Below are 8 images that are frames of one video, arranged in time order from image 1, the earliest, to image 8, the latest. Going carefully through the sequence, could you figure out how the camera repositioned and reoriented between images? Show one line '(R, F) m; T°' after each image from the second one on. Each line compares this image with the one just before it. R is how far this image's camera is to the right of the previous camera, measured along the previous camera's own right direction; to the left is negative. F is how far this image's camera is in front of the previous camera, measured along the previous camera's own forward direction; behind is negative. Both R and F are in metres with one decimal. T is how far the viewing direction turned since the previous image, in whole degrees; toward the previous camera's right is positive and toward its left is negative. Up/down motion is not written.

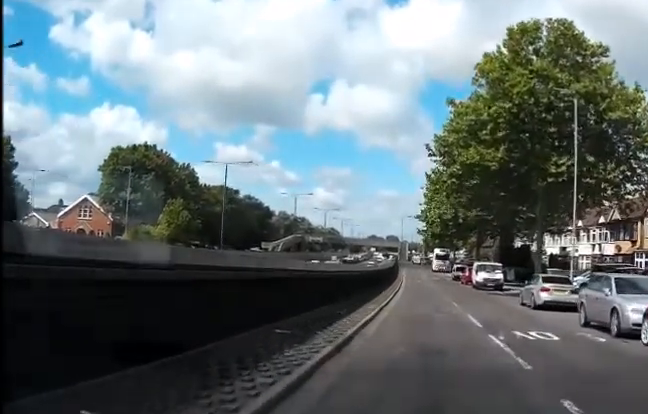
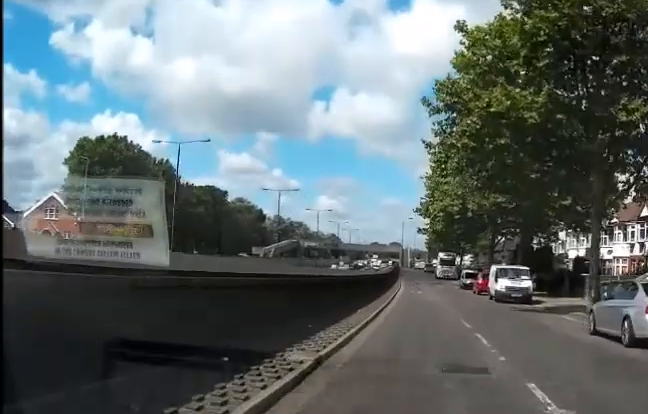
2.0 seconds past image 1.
(0.0, +14.2) m; 0°
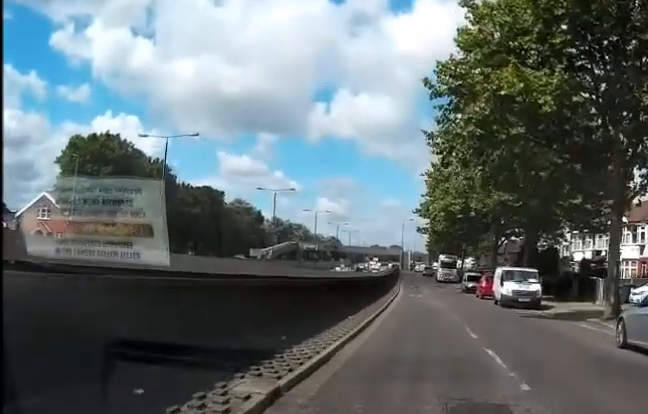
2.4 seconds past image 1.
(0.0, +3.1) m; 0°
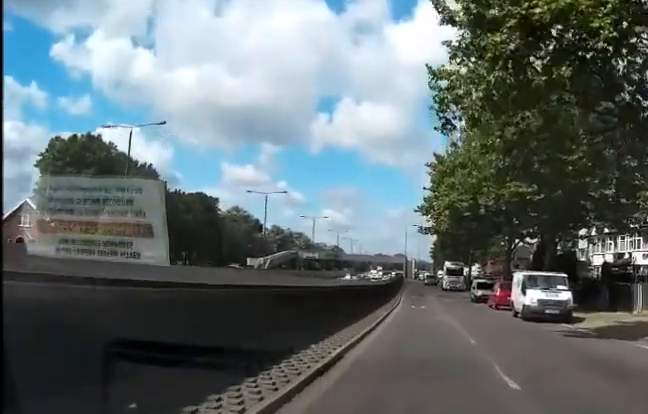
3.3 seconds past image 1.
(0.0, +6.6) m; 0°
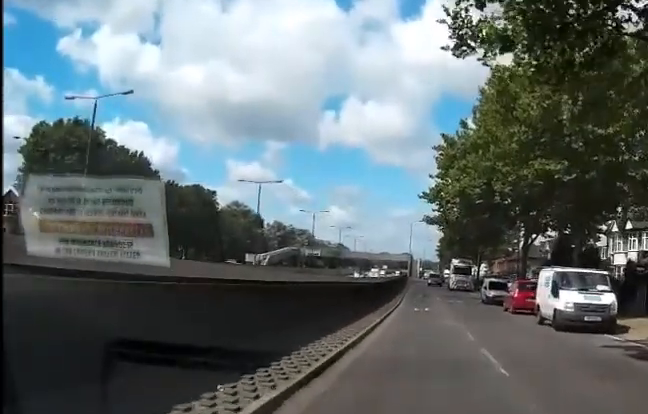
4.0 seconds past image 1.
(0.0, +4.9) m; 0°
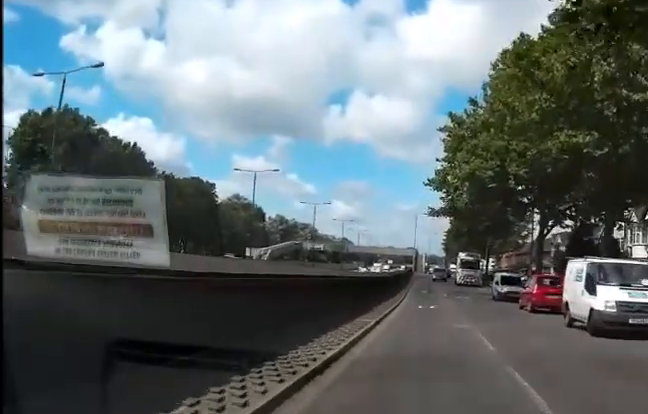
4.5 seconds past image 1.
(0.0, +3.3) m; 0°
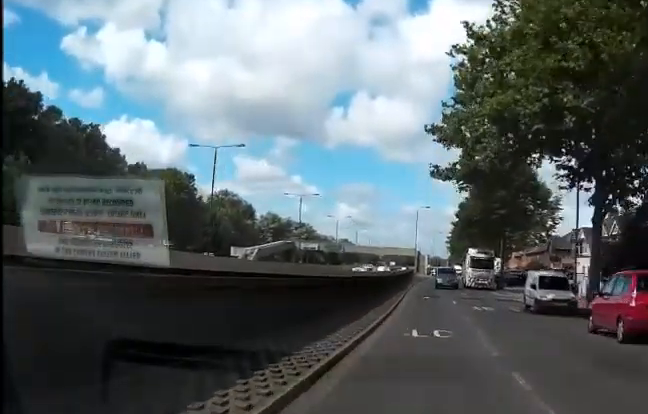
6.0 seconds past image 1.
(0.0, +10.6) m; 0°
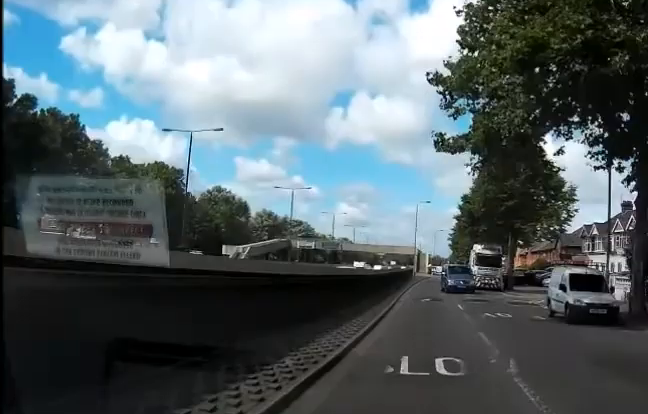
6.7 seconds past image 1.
(0.0, +4.8) m; 0°
